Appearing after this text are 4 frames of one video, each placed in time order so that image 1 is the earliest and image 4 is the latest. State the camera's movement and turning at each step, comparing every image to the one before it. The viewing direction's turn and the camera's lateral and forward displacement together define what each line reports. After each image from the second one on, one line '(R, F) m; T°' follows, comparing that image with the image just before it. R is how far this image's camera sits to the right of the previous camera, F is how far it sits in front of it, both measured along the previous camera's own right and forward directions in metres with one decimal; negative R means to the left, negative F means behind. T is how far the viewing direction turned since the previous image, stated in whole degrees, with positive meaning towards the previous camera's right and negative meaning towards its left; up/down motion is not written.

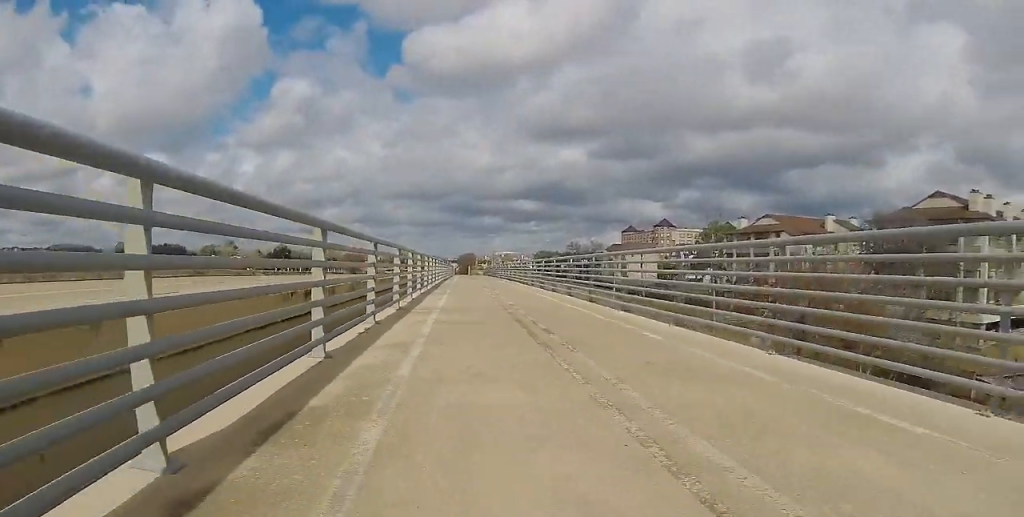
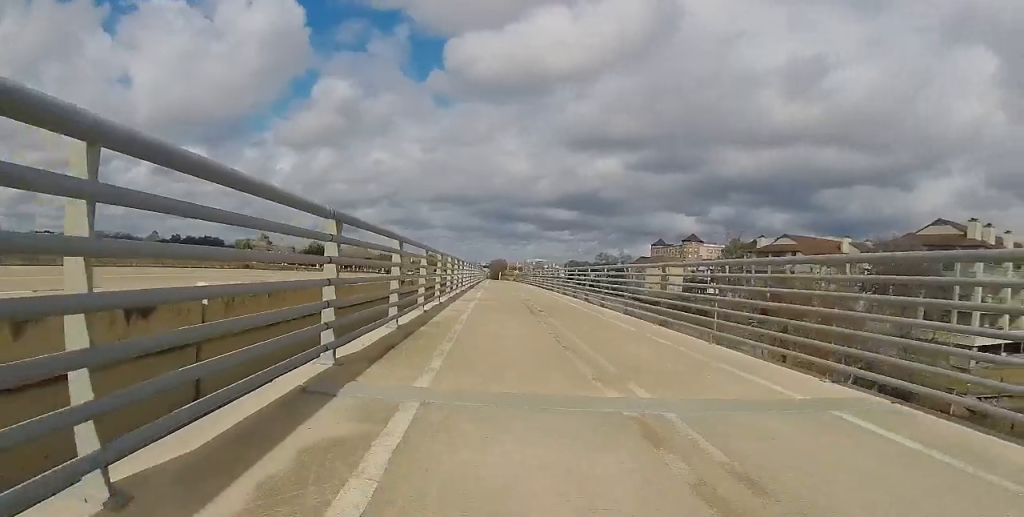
(+0.2, +6.4) m; +1°
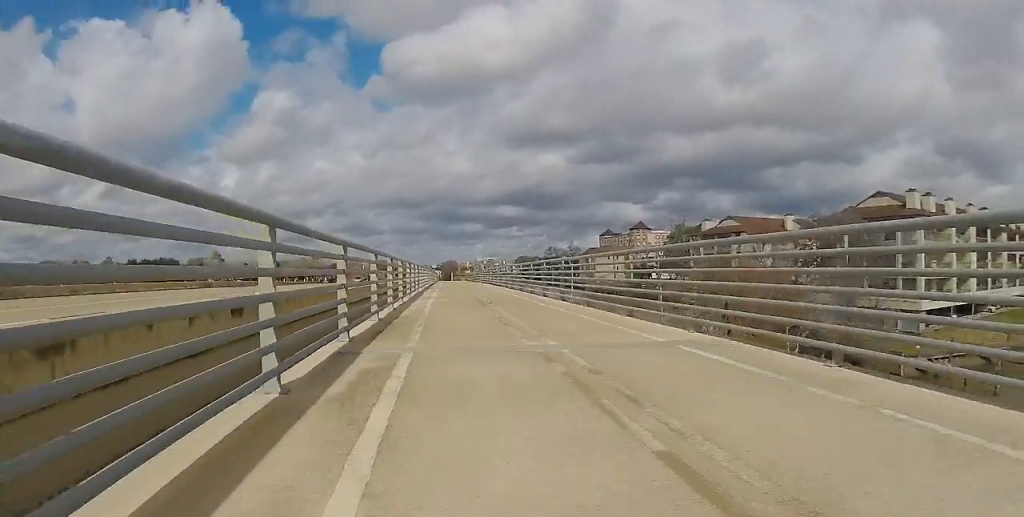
(0.0, +2.7) m; -1°
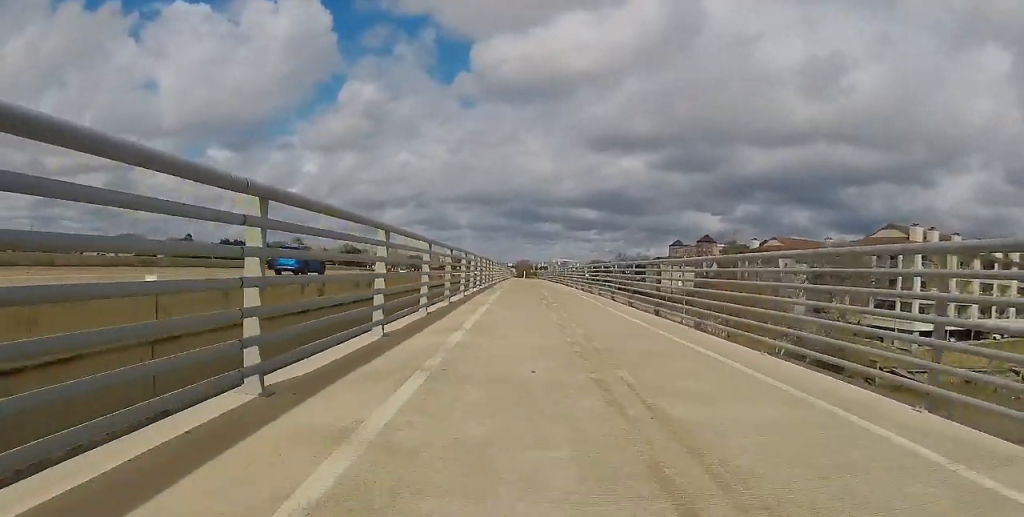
(-0.6, +15.3) m; -1°
